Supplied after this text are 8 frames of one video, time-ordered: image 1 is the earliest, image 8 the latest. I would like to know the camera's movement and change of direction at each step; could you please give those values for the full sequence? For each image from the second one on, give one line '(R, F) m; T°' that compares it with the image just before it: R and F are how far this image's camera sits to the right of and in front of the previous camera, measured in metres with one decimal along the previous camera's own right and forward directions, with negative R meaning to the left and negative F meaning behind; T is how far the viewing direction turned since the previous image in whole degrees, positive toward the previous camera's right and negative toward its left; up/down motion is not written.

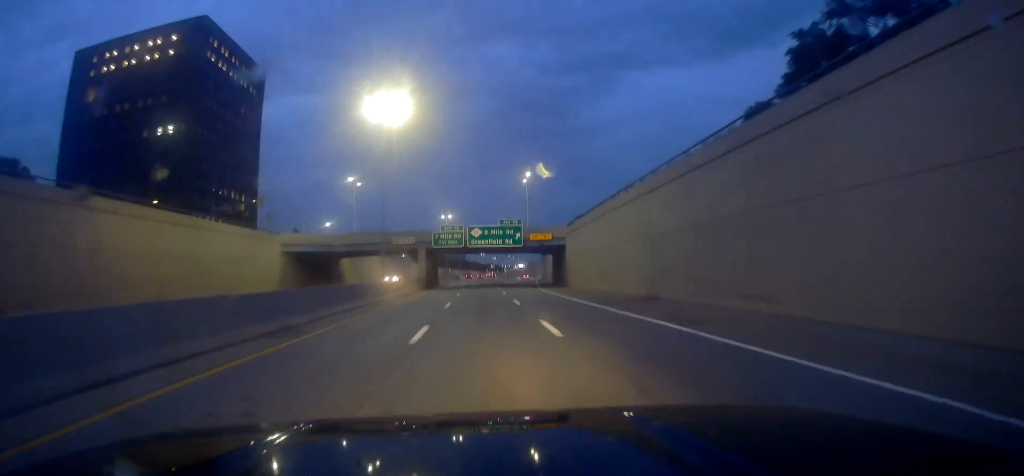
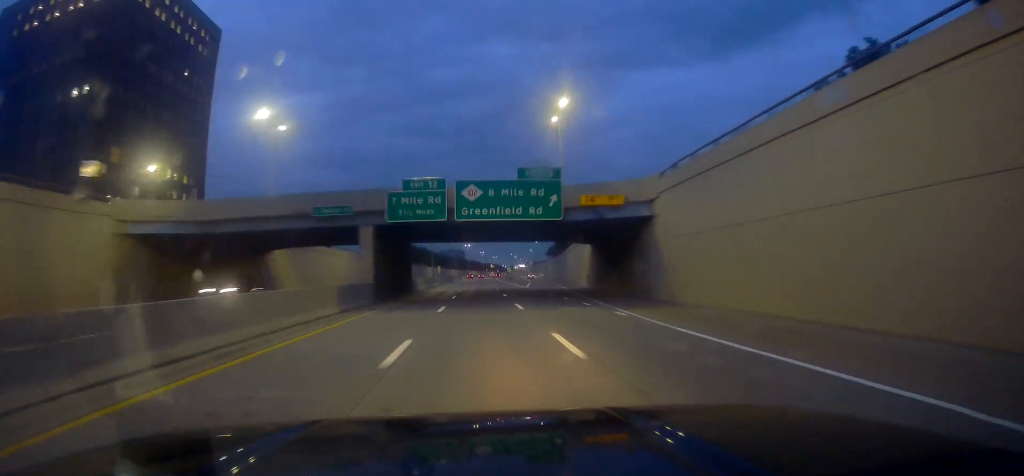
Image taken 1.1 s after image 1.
(-0.1, +34.4) m; +1°
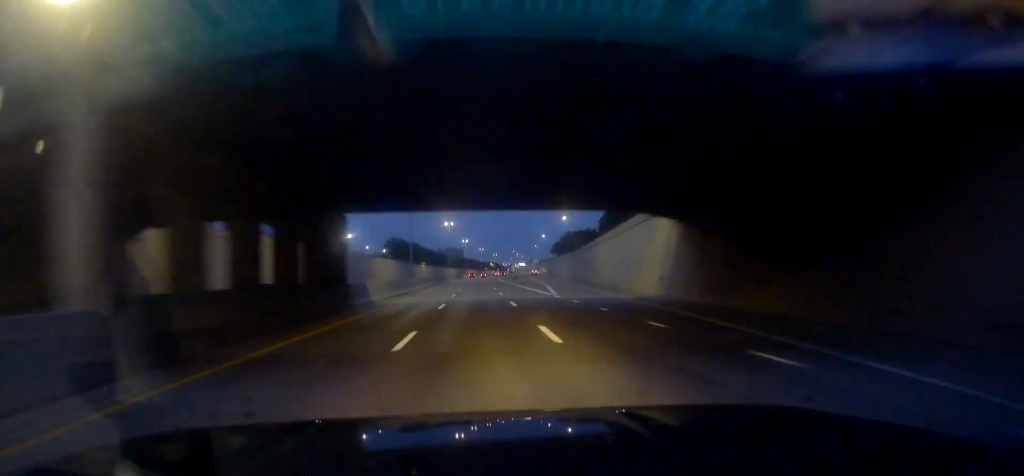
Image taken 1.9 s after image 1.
(+0.5, +27.8) m; 0°
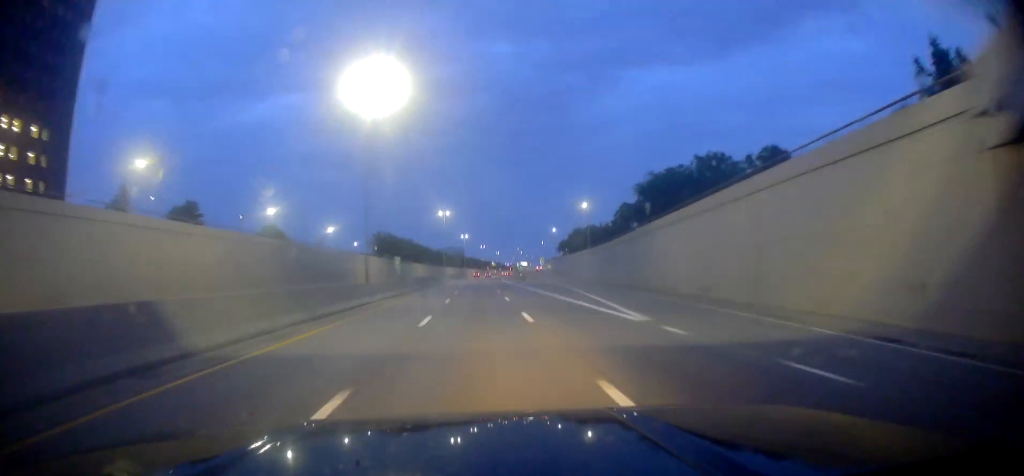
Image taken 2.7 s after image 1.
(0.0, +24.5) m; -1°
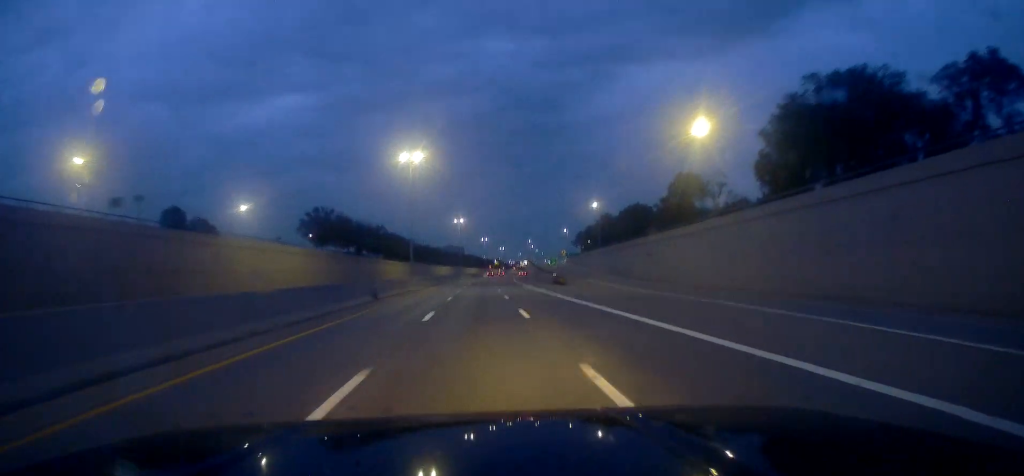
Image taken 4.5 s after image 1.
(-0.3, +59.0) m; +1°
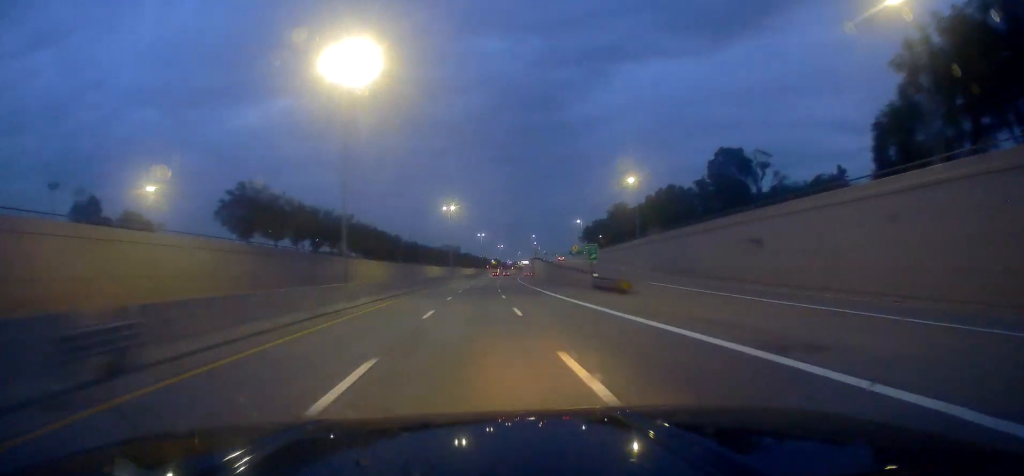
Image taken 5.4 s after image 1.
(0.0, +29.1) m; 0°
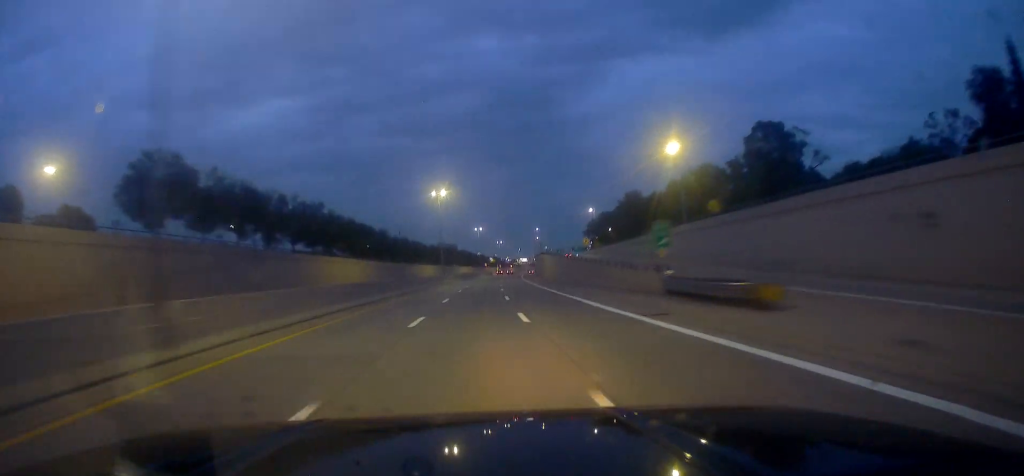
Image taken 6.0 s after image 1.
(-0.1, +19.3) m; 0°
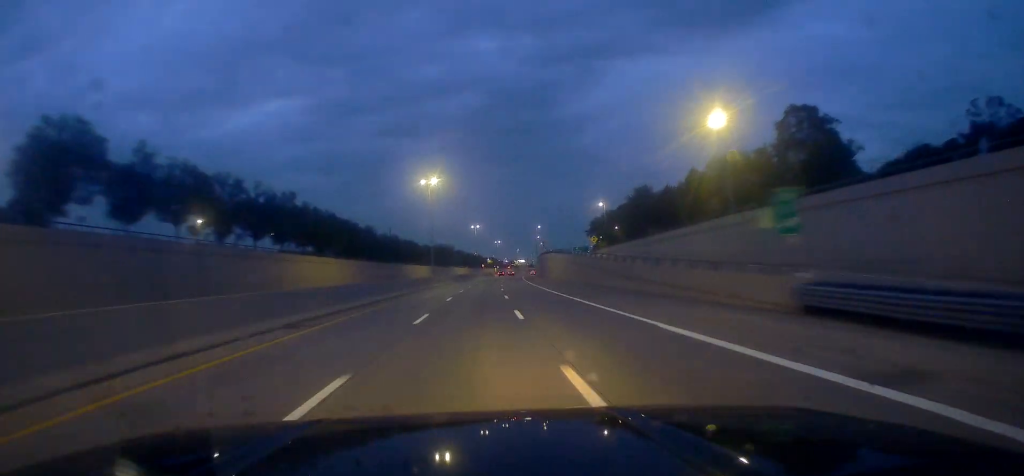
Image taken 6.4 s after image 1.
(0.0, +12.8) m; 0°
